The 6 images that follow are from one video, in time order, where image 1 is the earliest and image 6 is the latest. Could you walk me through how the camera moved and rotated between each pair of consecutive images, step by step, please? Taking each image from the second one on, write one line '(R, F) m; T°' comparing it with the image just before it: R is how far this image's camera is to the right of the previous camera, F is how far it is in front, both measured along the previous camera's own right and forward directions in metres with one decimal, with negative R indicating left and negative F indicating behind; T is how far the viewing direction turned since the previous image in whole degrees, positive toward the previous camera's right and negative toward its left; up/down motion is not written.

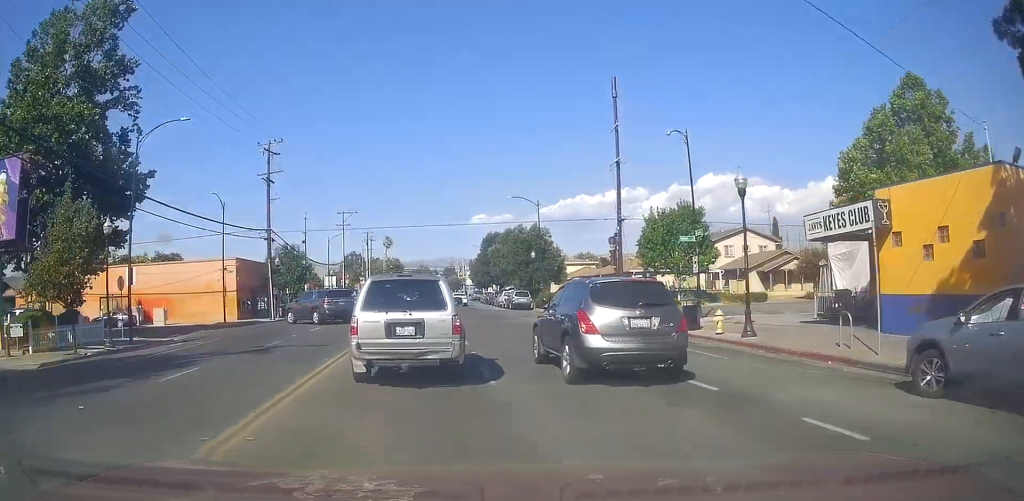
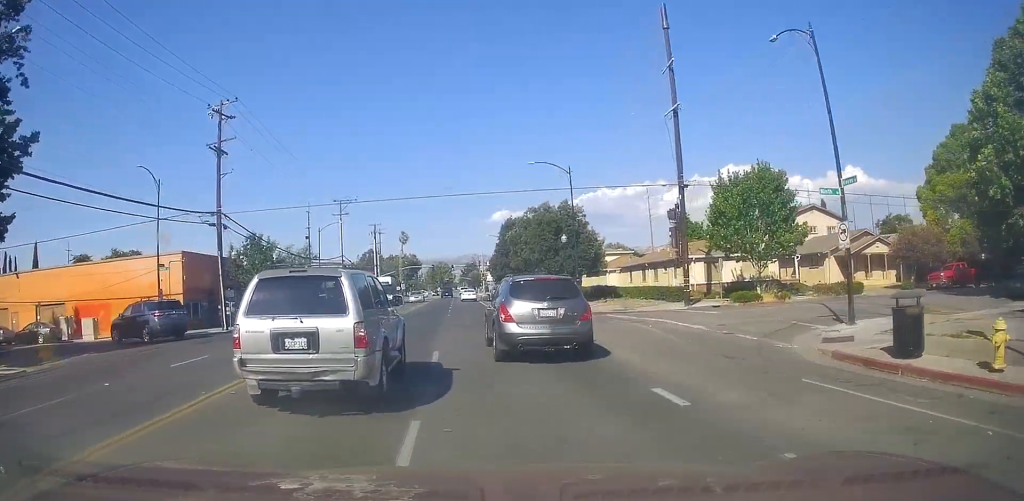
(+0.2, +11.6) m; 0°
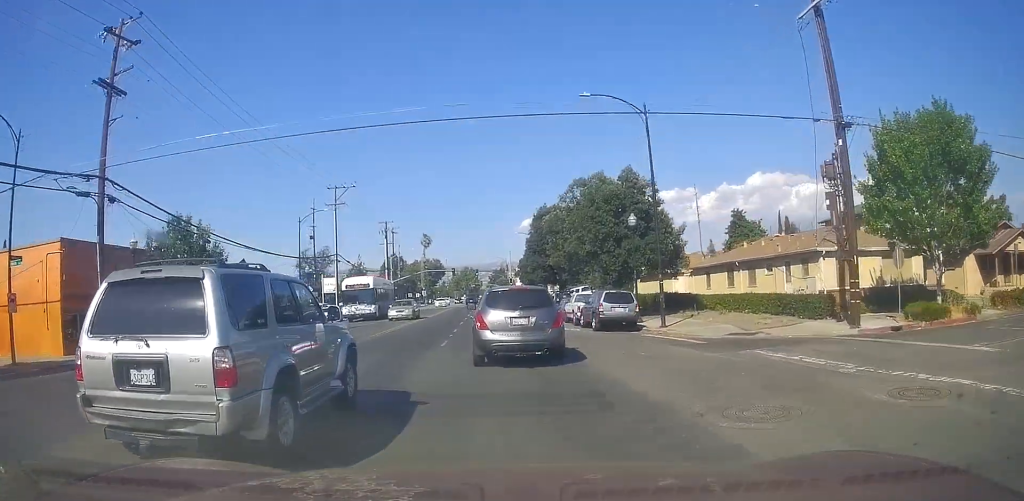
(-0.3, +13.5) m; -1°
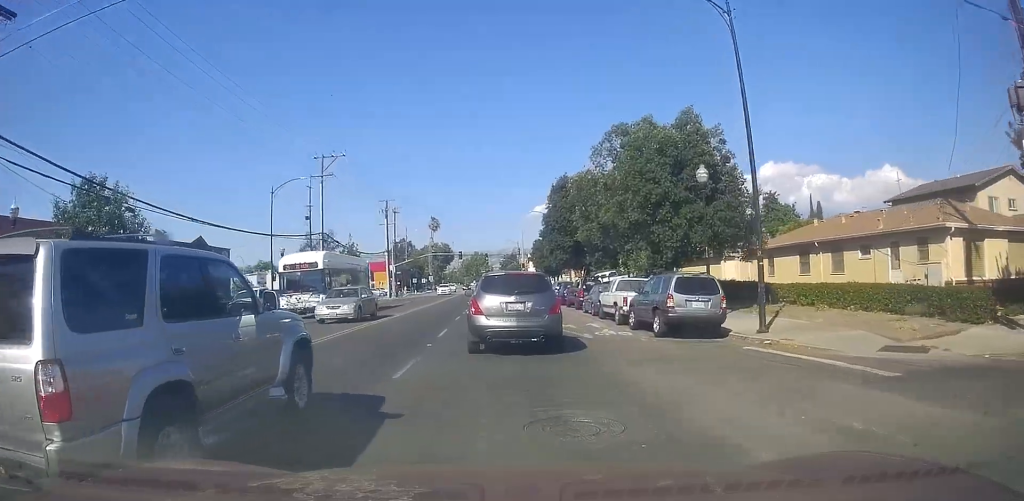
(0.0, +8.1) m; 0°
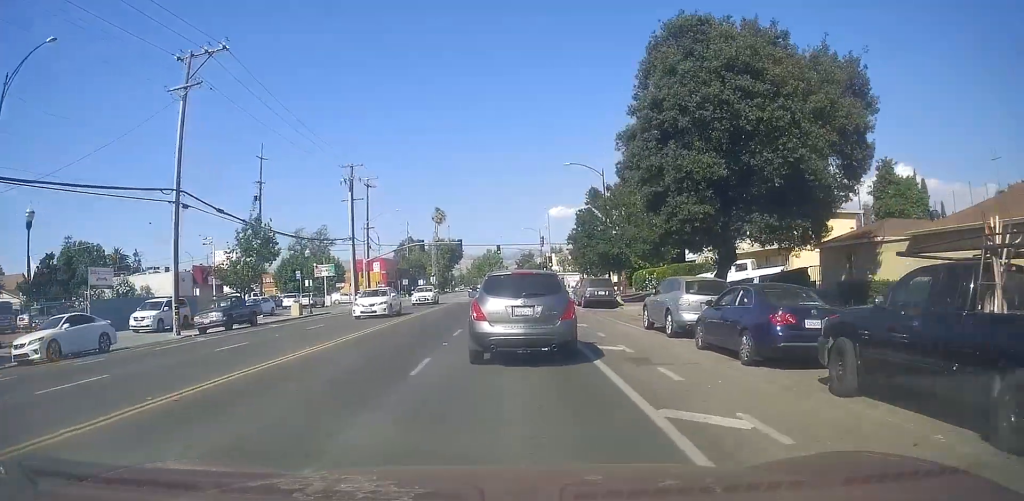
(-0.6, +28.1) m; -3°
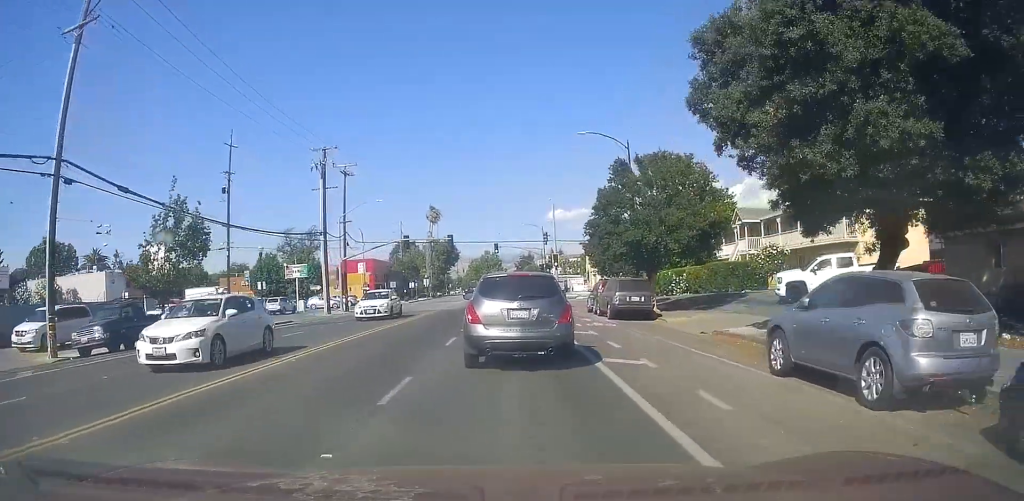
(0.0, +9.5) m; -1°
